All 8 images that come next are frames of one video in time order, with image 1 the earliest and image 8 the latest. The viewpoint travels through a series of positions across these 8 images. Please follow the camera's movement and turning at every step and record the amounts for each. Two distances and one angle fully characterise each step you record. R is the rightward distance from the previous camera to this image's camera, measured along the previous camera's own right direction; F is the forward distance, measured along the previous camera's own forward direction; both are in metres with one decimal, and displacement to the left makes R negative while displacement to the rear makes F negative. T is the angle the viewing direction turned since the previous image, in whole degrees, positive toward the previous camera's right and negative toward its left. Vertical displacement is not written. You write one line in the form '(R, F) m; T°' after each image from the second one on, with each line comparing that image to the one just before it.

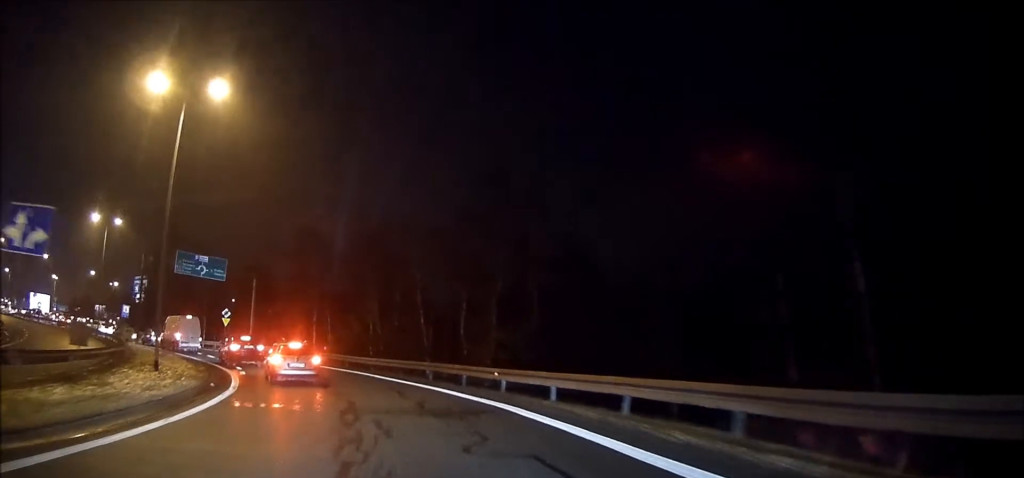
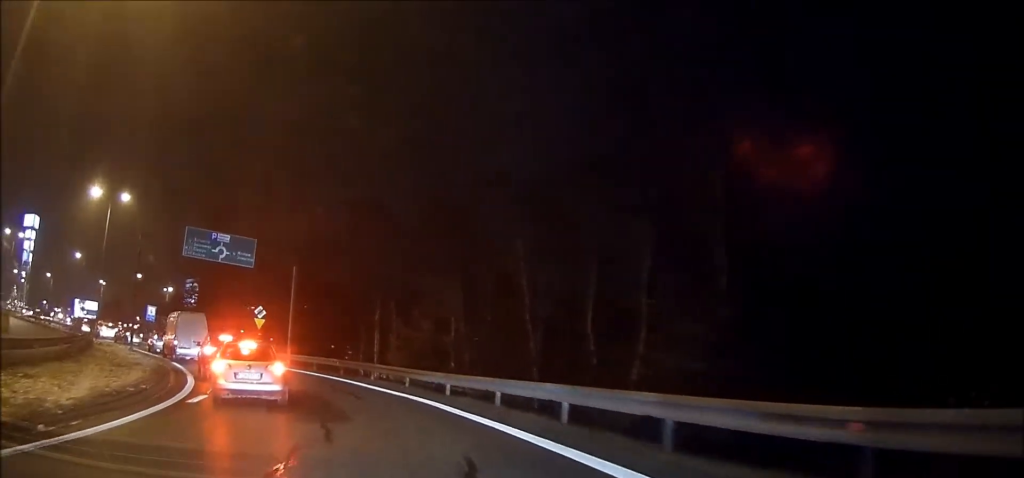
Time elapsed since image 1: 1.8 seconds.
(-0.8, +17.4) m; -5°
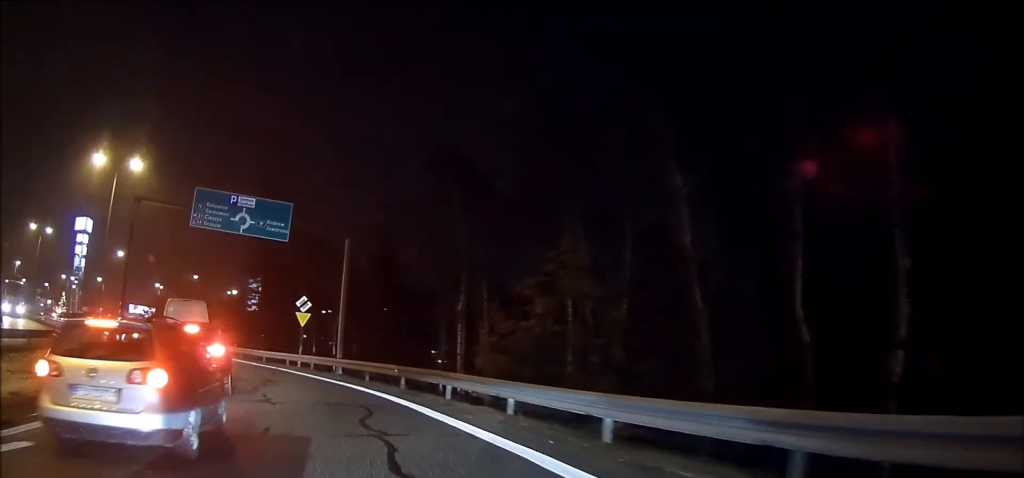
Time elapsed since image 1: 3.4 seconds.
(-0.7, +13.0) m; -8°
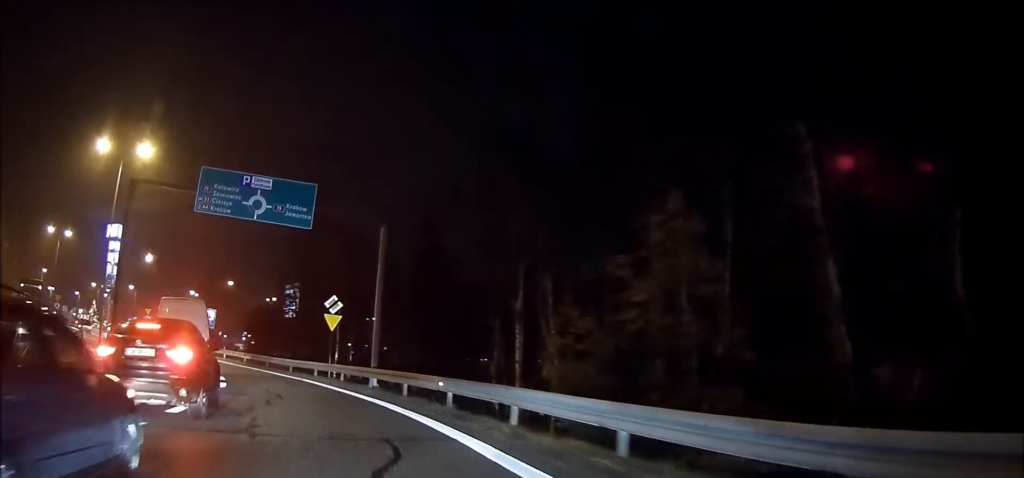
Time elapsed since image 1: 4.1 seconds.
(-0.2, +5.3) m; -4°
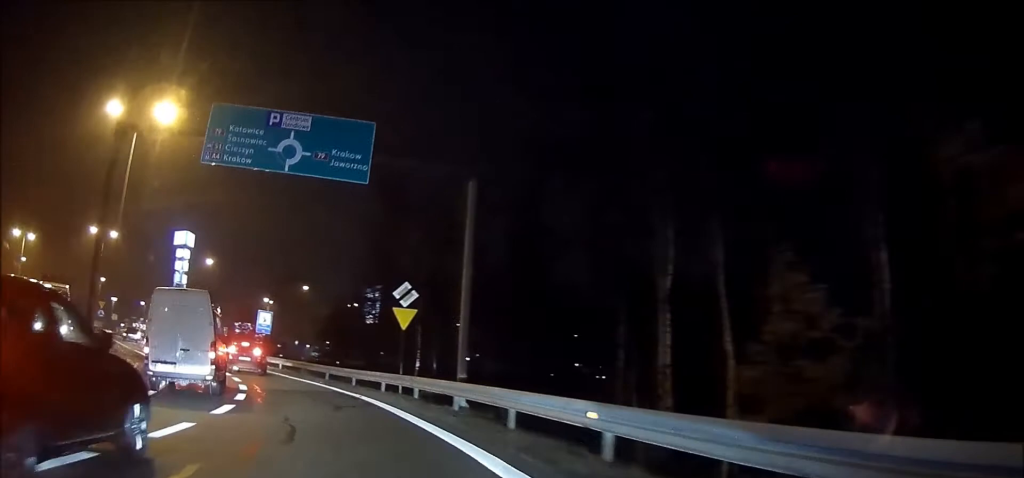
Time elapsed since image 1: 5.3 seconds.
(-0.5, +8.4) m; -7°
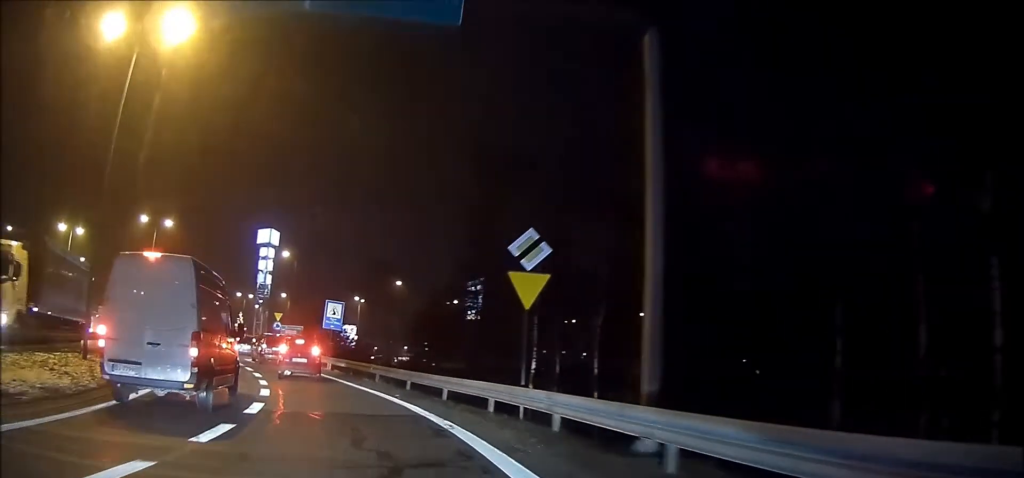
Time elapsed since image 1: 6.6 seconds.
(-0.8, +10.2) m; -8°
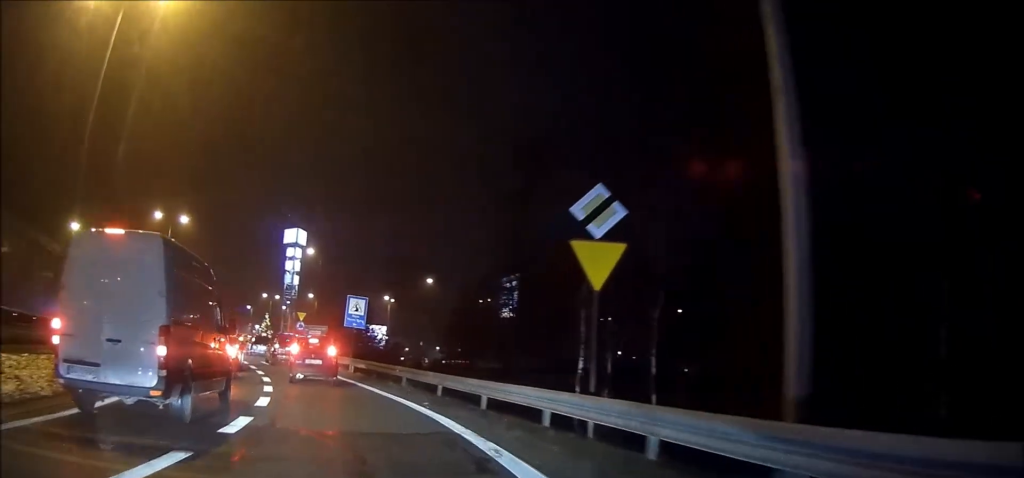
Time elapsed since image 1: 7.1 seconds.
(-0.1, +4.0) m; -3°
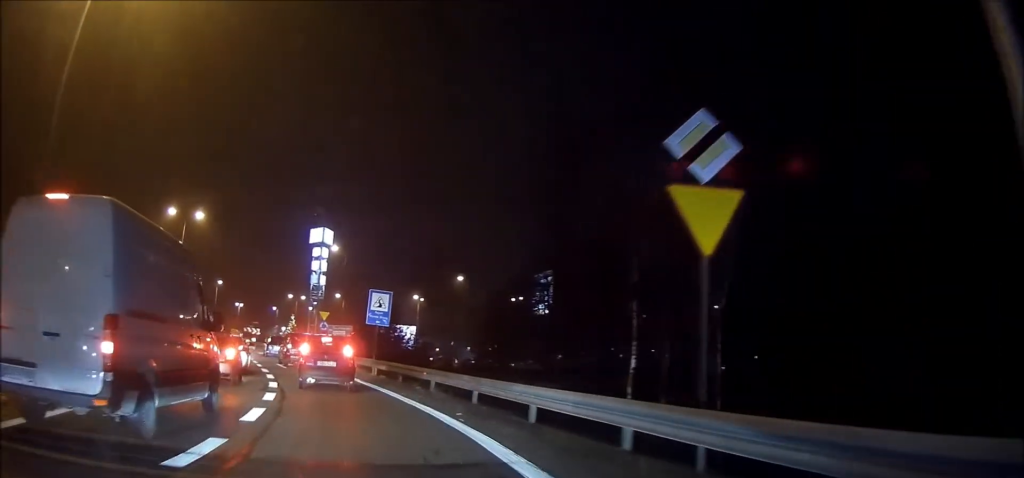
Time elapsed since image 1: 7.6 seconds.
(-0.1, +4.1) m; -3°
